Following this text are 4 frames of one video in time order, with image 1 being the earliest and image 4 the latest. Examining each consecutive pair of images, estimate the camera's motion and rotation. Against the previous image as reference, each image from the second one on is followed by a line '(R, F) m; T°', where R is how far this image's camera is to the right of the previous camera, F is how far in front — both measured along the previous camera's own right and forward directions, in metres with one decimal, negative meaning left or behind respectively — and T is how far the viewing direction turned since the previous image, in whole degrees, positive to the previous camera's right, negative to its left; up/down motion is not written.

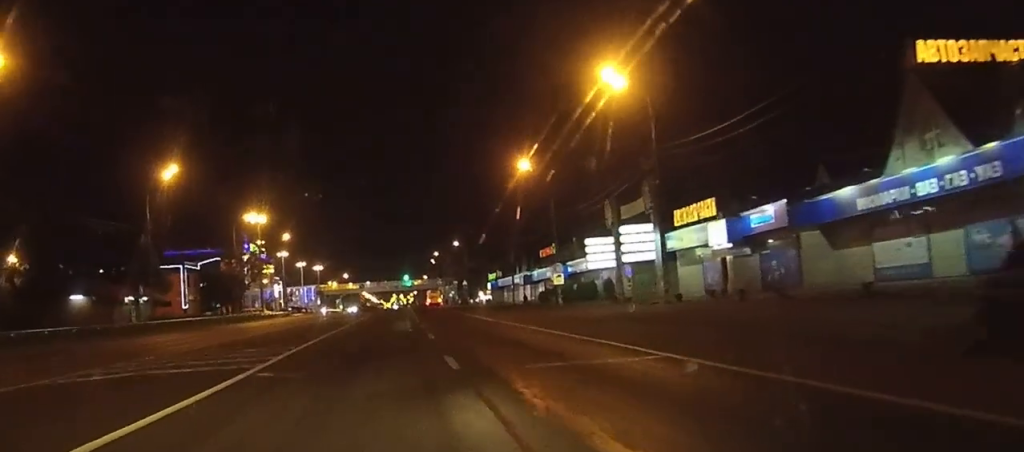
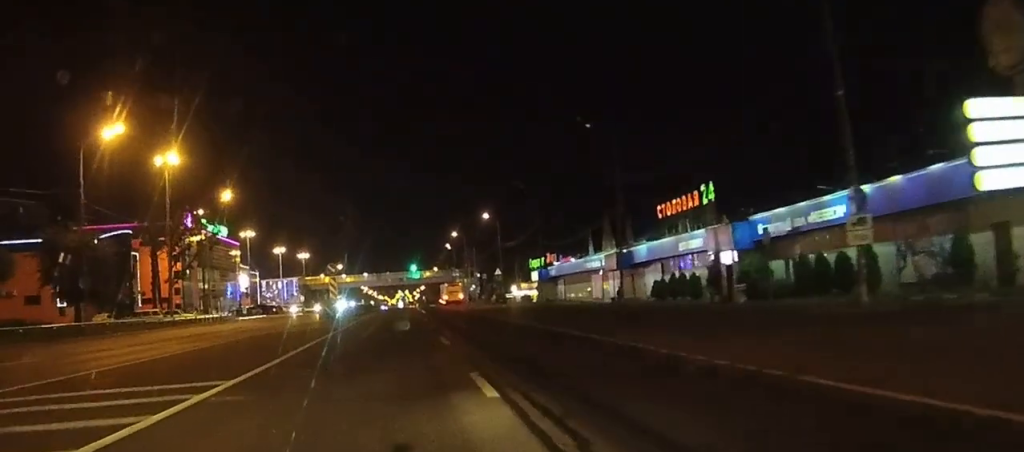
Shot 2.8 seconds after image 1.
(-0.1, +51.3) m; -1°
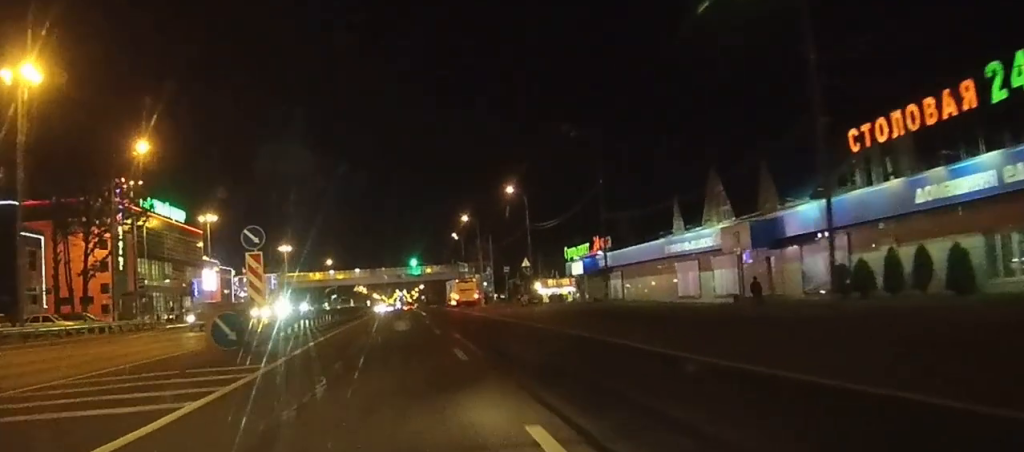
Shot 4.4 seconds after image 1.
(-0.1, +29.2) m; 0°
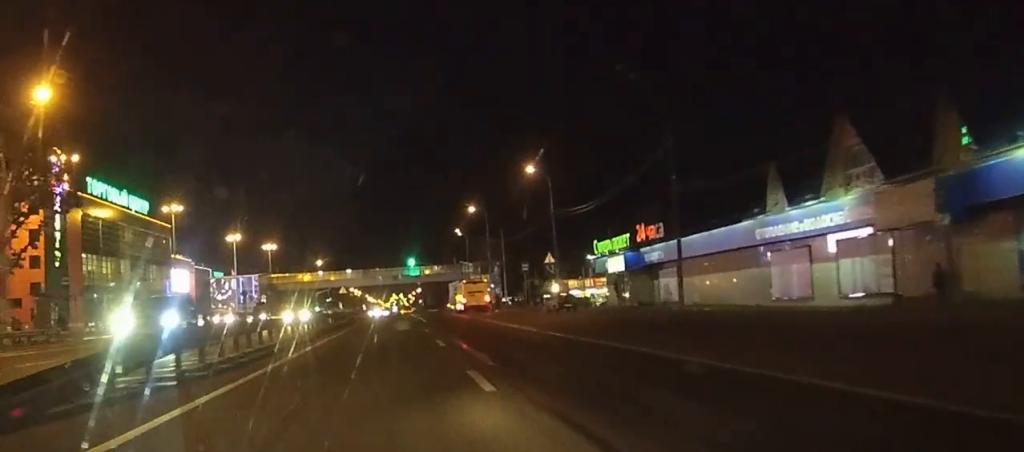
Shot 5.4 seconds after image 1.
(-0.1, +17.1) m; 0°
